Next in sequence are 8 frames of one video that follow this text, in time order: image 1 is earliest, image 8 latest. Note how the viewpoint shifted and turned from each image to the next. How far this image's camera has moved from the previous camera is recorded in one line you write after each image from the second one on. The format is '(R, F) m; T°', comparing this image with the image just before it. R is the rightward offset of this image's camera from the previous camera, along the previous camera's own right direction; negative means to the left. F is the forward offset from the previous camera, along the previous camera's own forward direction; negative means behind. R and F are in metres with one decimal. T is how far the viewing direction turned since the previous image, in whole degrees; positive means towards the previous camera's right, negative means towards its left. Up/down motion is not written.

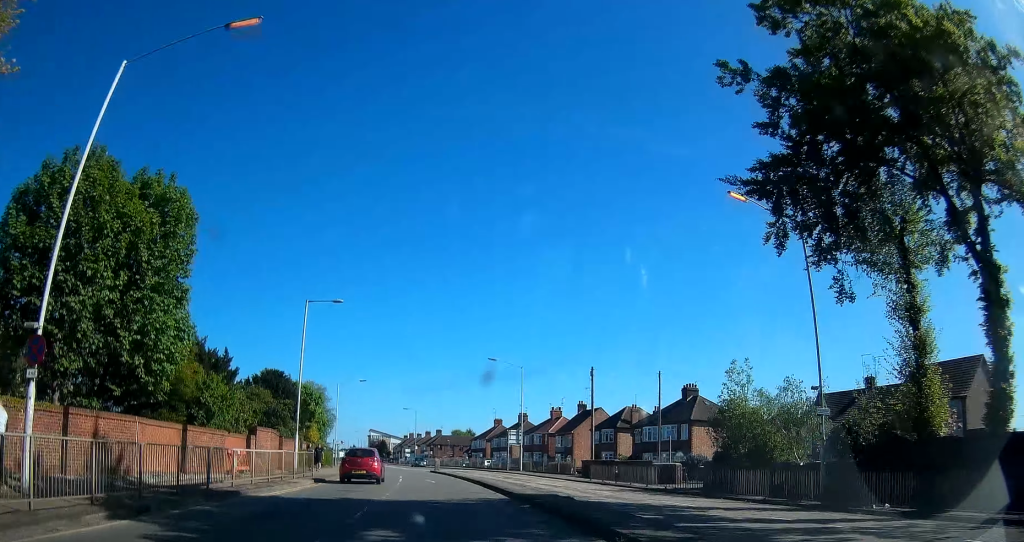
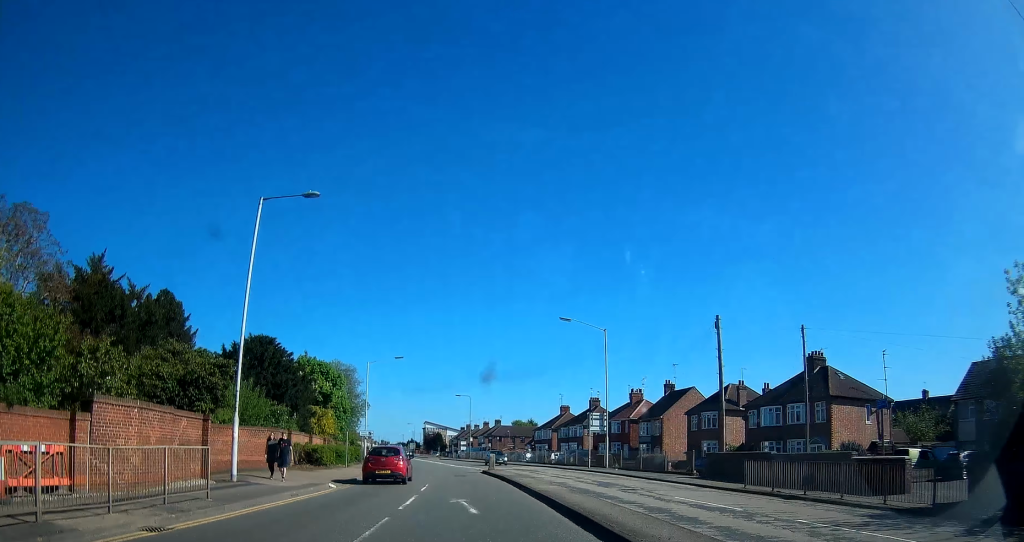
(-1.4, +14.6) m; -8°
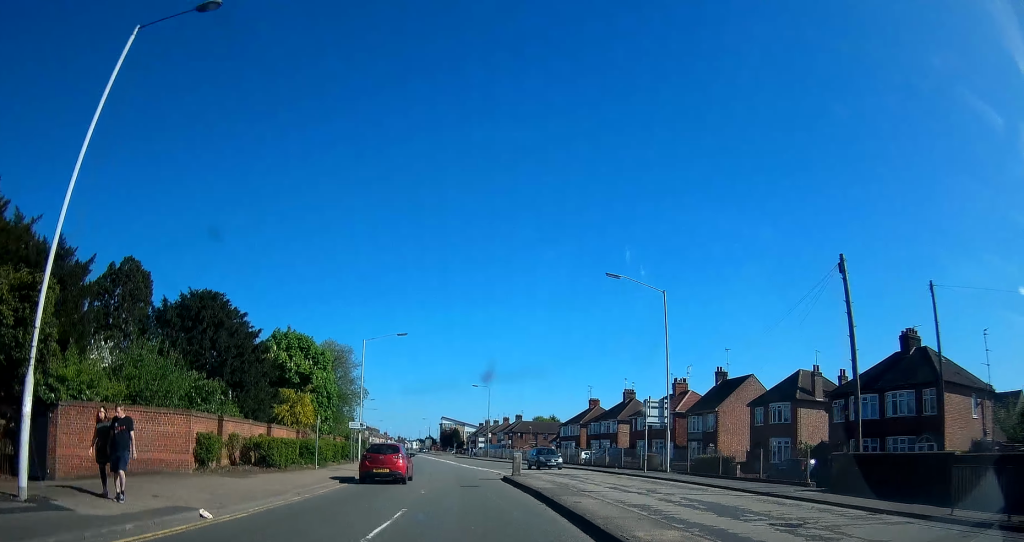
(-0.3, +10.0) m; -2°
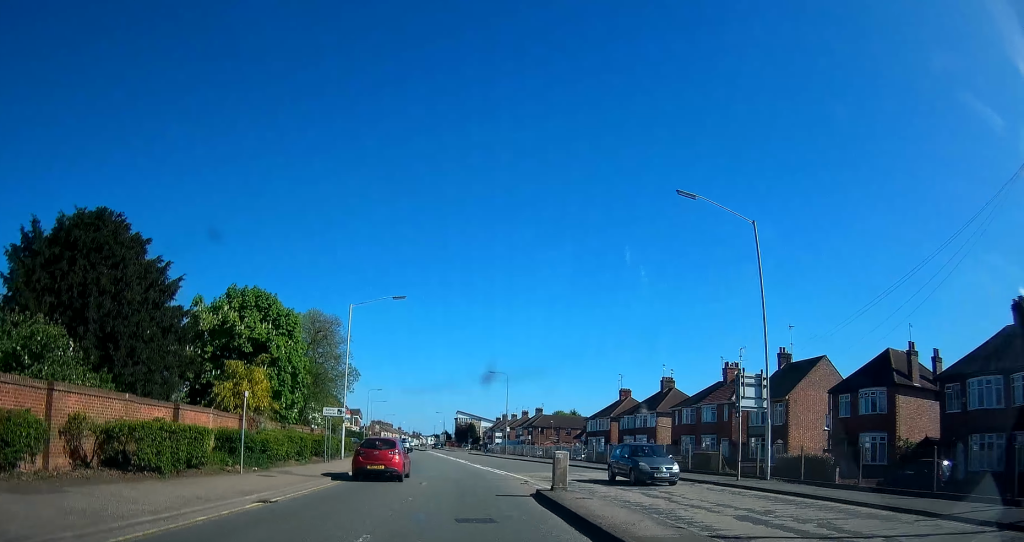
(-0.1, +9.9) m; -1°
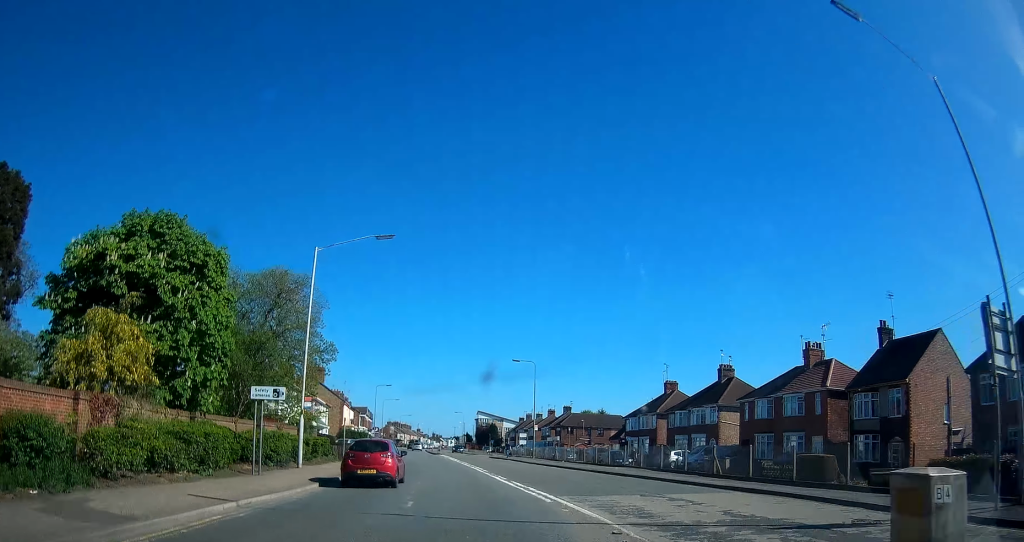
(0.0, +12.2) m; -2°
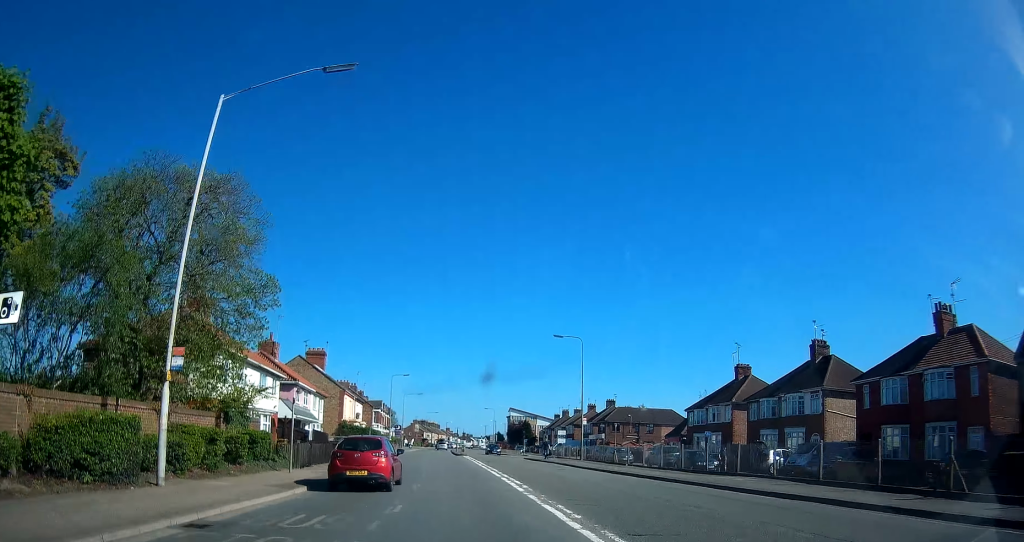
(-0.4, +13.3) m; -3°
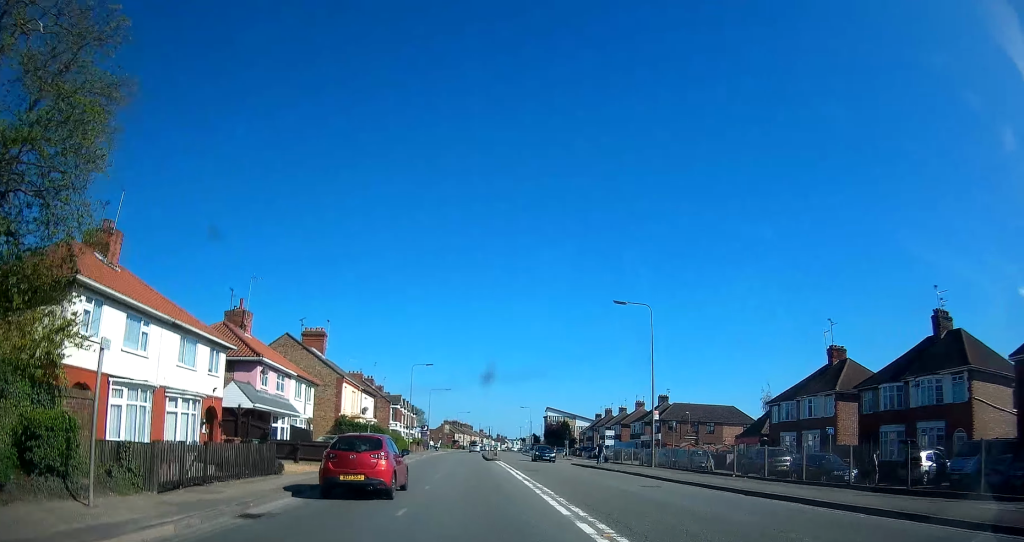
(-0.3, +12.4) m; -3°
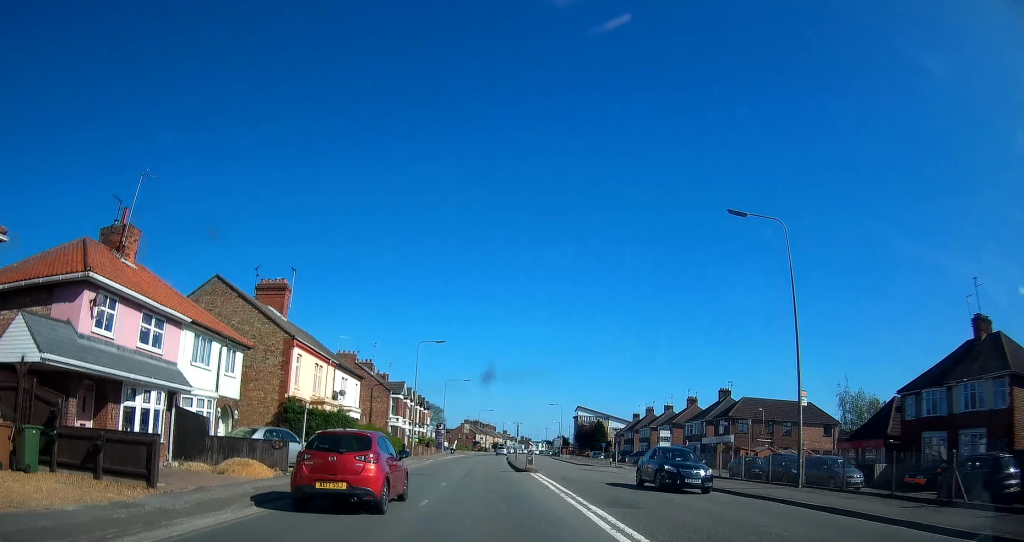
(-0.5, +16.3) m; -2°
